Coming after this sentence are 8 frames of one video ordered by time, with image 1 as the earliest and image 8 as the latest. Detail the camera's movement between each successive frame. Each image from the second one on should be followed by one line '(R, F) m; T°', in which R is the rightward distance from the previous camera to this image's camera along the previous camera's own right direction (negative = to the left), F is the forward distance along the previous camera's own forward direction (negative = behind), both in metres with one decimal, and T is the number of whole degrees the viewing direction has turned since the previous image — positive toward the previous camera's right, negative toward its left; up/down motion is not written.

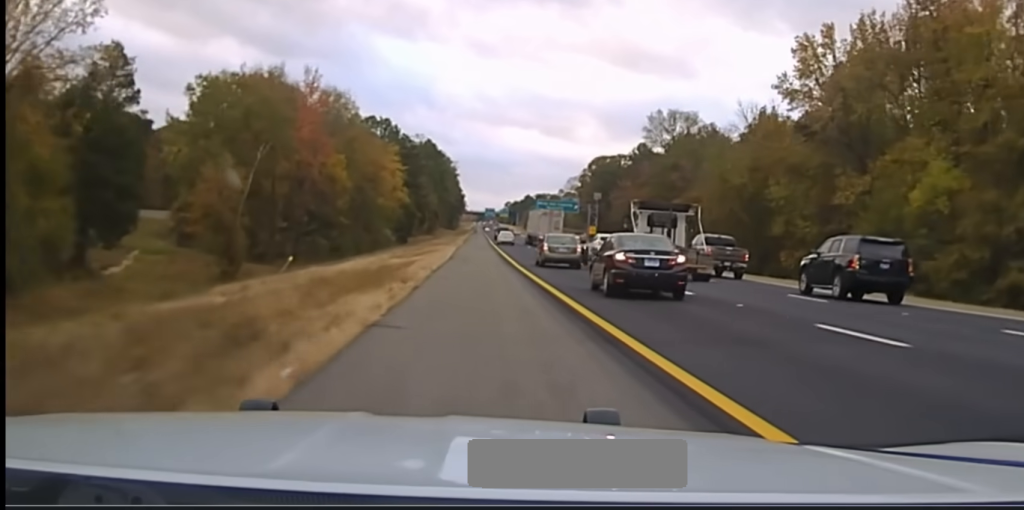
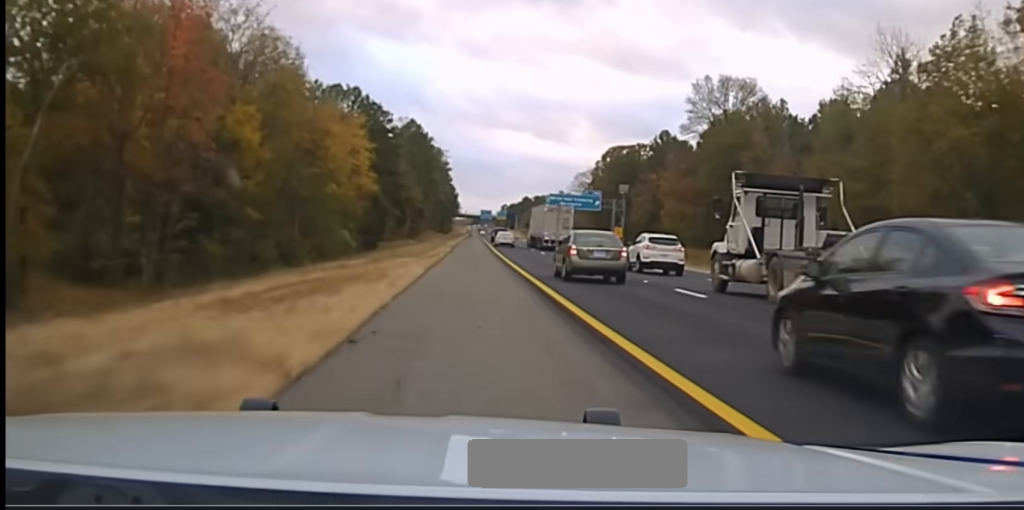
(-0.1, +44.1) m; 0°
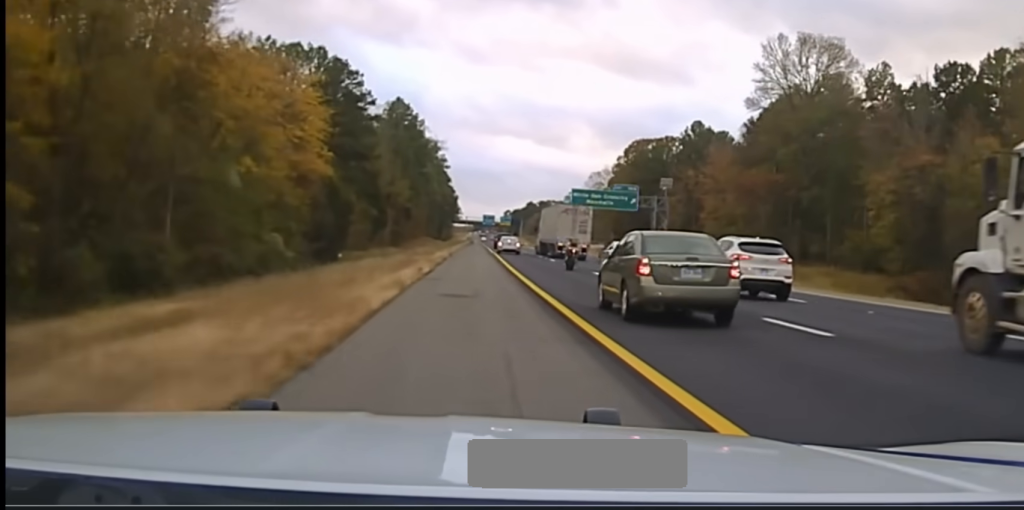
(-0.1, +34.7) m; 0°
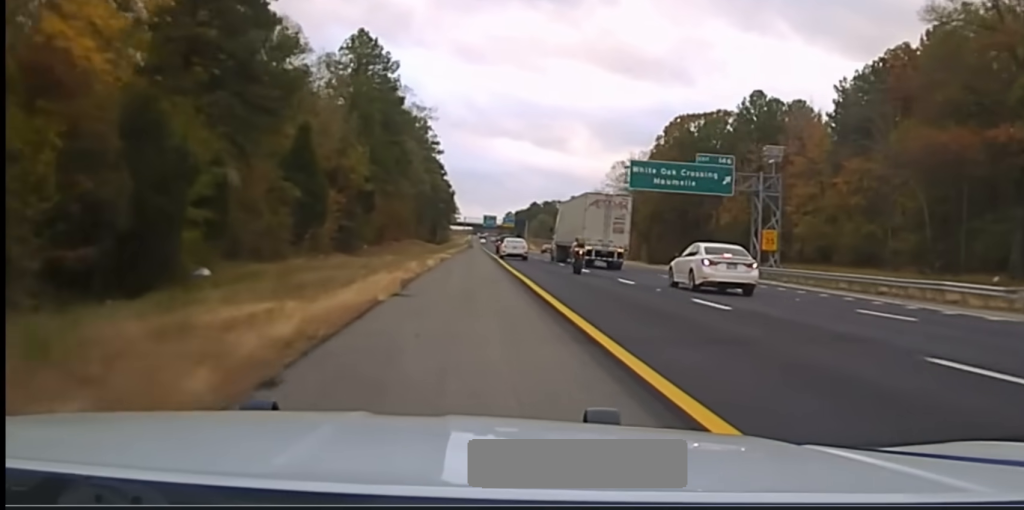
(+0.3, +44.2) m; 0°
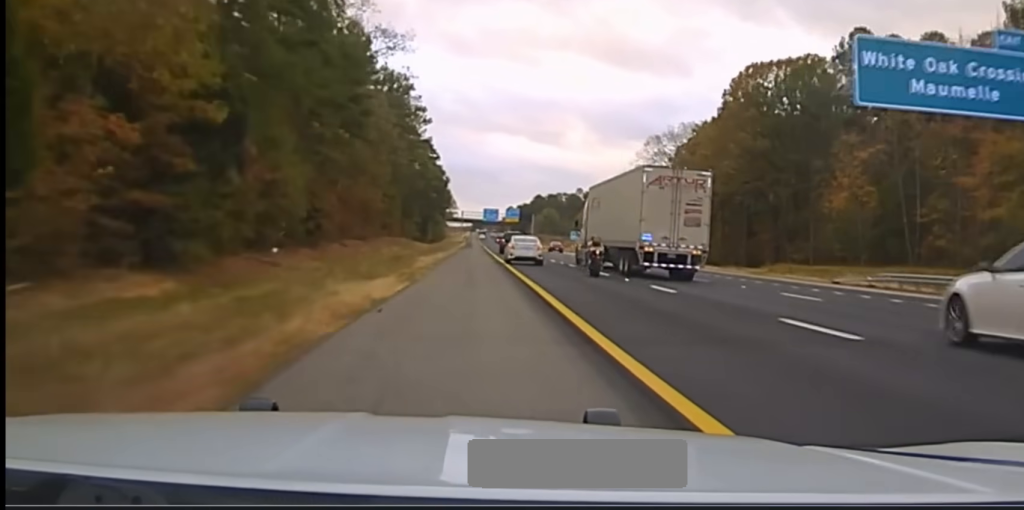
(-0.2, +44.7) m; 0°
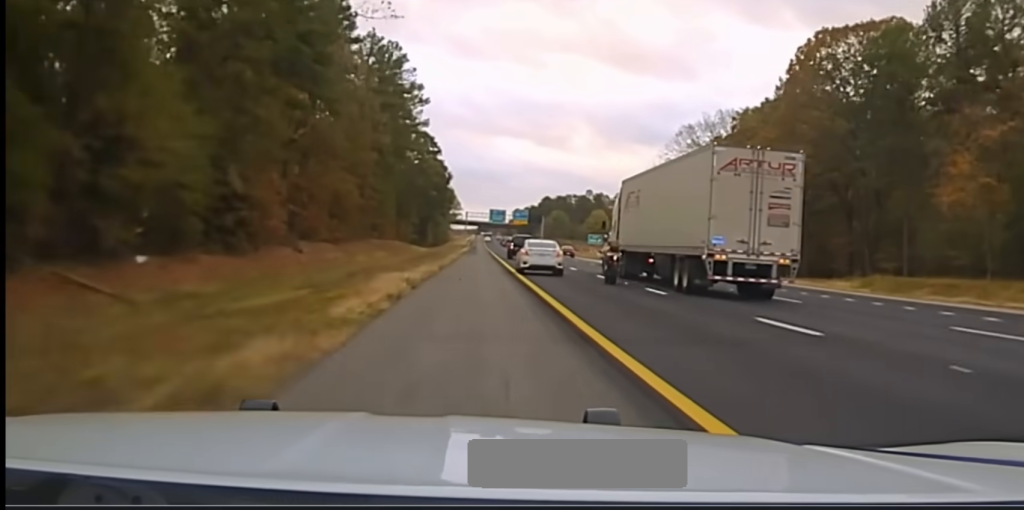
(0.0, +24.1) m; 0°
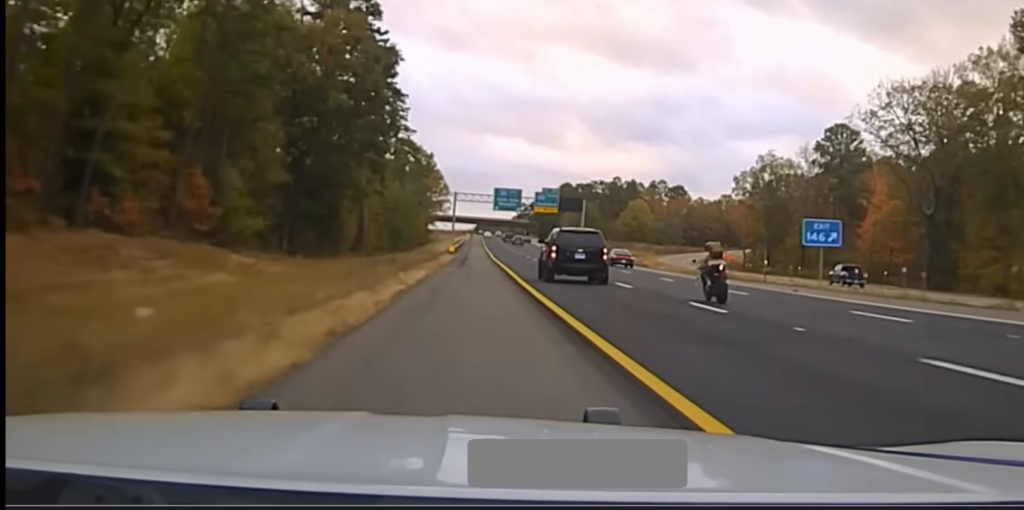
(+0.7, +118.6) m; 0°
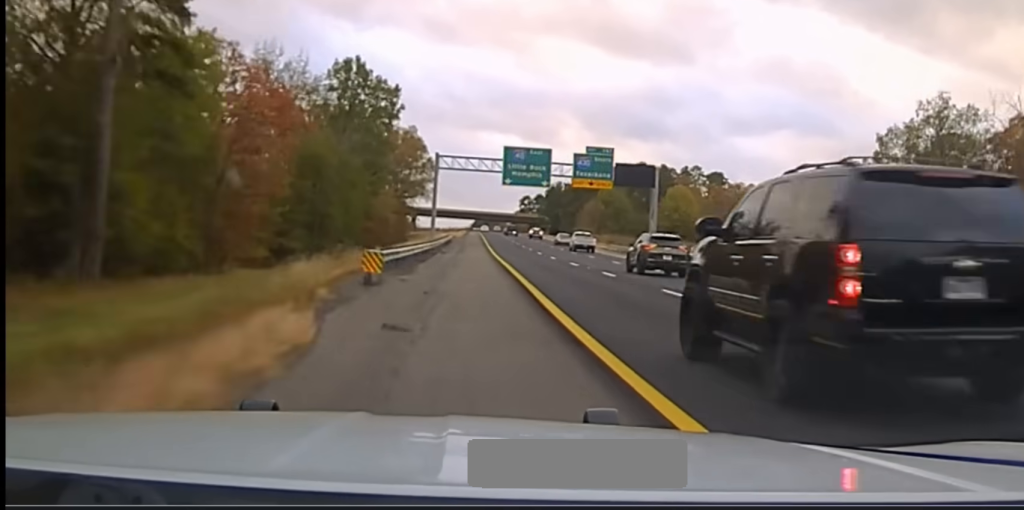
(-0.2, +71.1) m; 0°
